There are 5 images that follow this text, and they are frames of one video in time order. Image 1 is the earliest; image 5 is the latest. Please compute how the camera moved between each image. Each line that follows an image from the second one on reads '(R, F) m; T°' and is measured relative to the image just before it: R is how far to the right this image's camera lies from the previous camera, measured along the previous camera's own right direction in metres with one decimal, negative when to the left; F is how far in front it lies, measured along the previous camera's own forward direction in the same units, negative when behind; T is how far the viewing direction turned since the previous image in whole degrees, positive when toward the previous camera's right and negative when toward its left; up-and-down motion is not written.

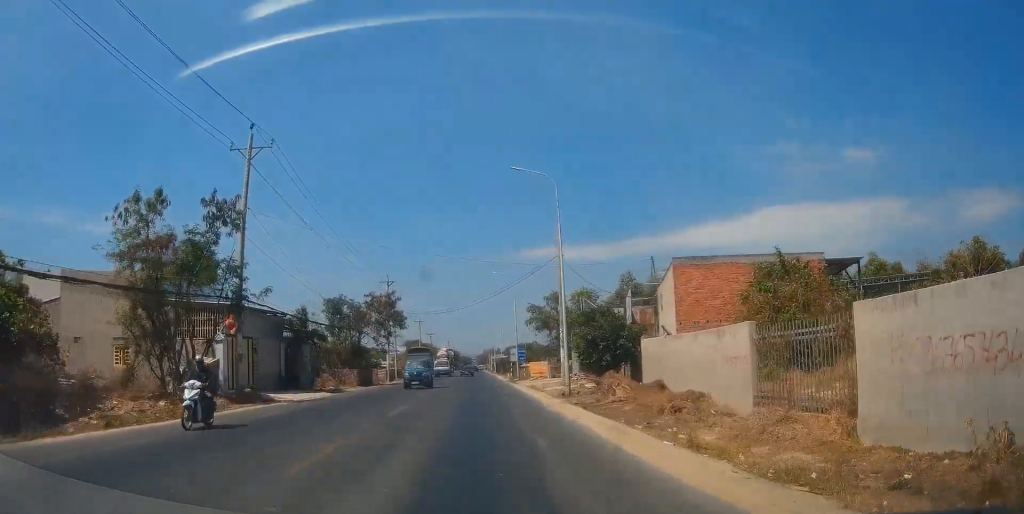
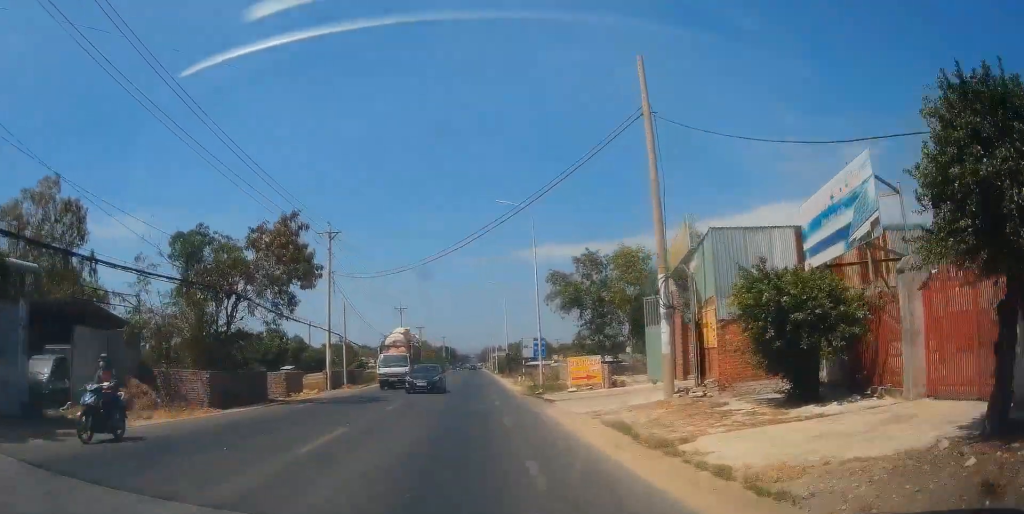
(-0.3, +28.1) m; +1°
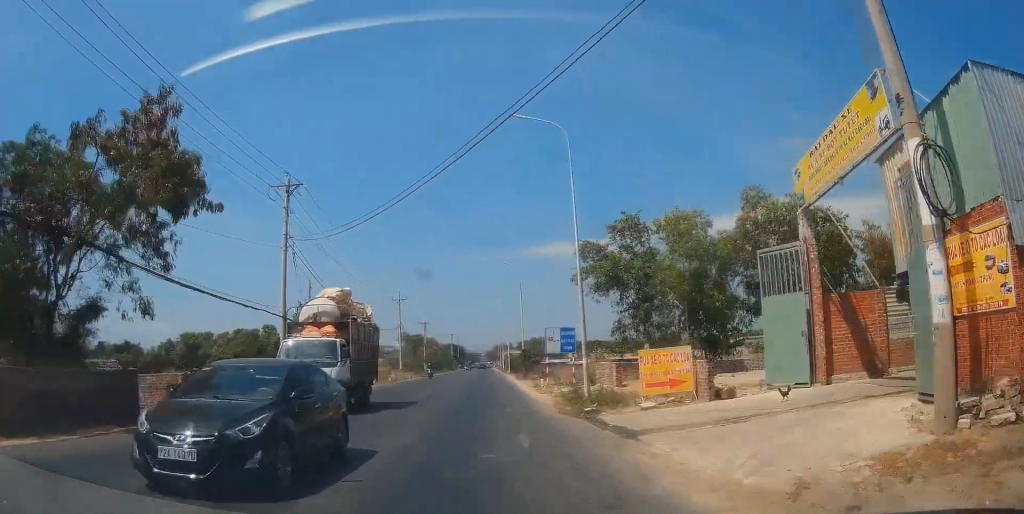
(+0.4, +13.0) m; +2°
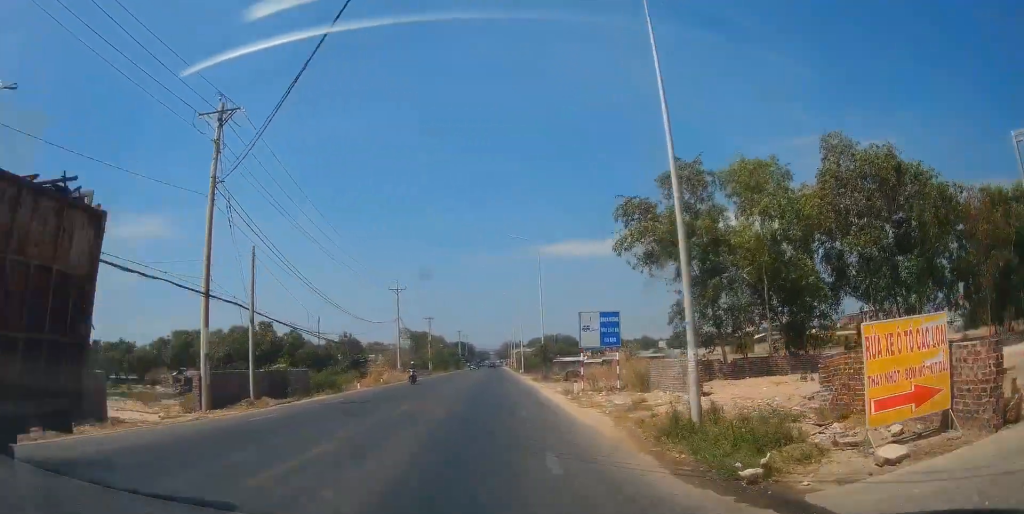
(+0.2, +11.3) m; -1°
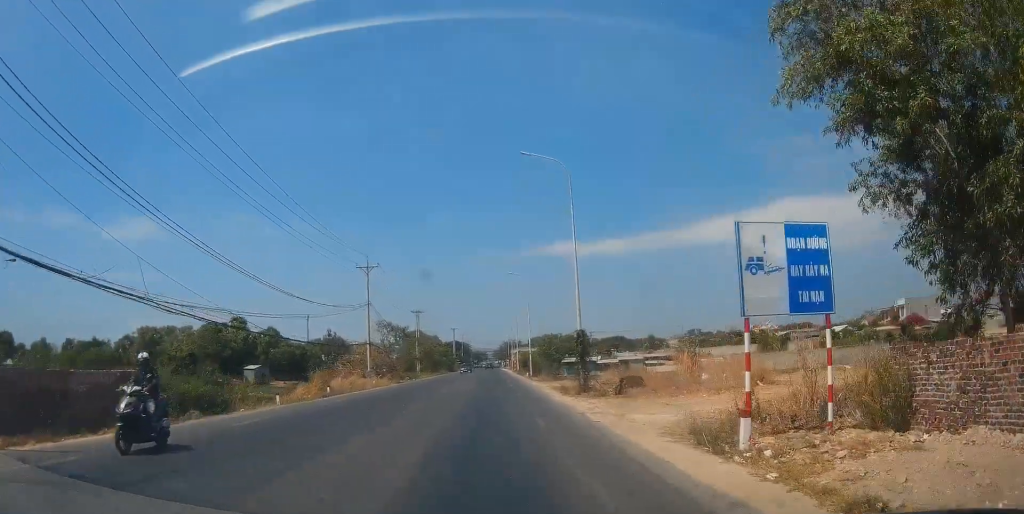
(-1.1, +18.5) m; -5°
